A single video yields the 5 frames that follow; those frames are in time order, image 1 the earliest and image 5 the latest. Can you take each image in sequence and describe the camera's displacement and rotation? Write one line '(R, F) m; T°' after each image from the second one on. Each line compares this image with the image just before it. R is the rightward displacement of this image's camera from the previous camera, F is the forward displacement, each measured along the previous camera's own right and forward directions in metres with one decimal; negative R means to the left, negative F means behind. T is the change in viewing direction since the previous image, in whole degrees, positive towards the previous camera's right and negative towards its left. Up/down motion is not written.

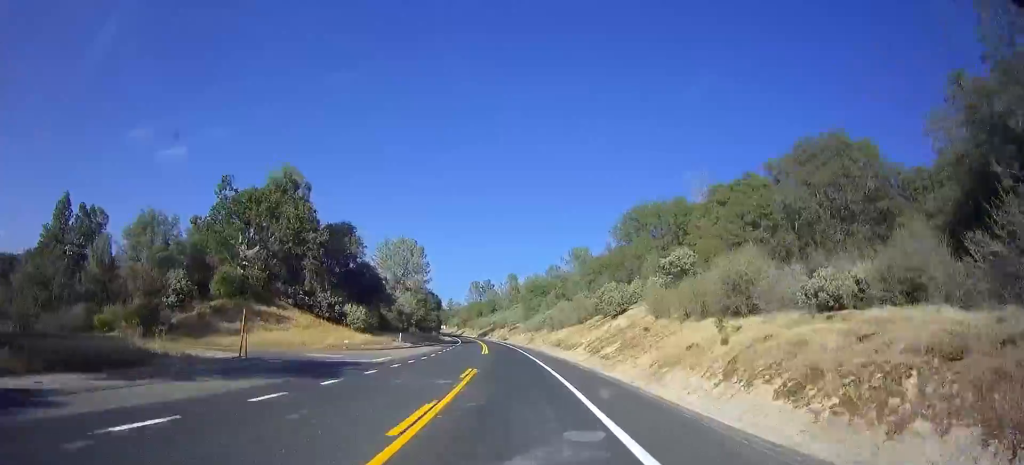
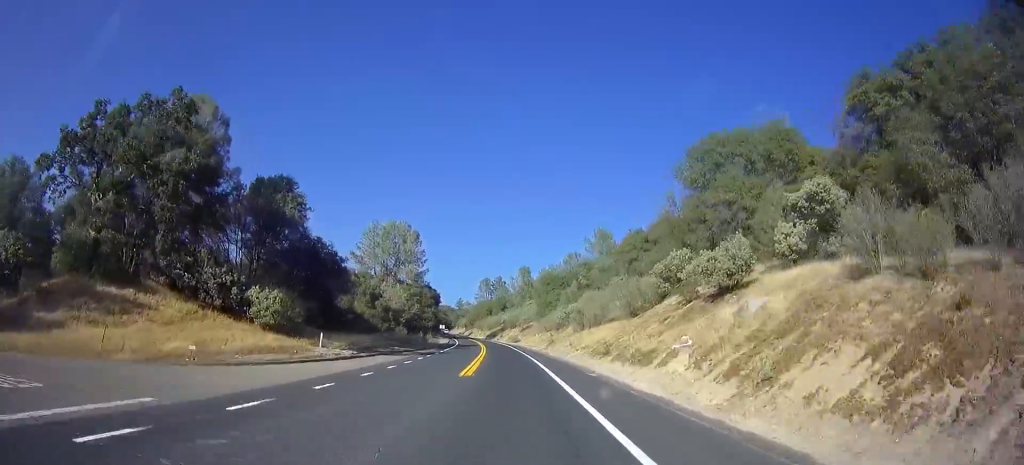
(-0.3, +23.6) m; -2°
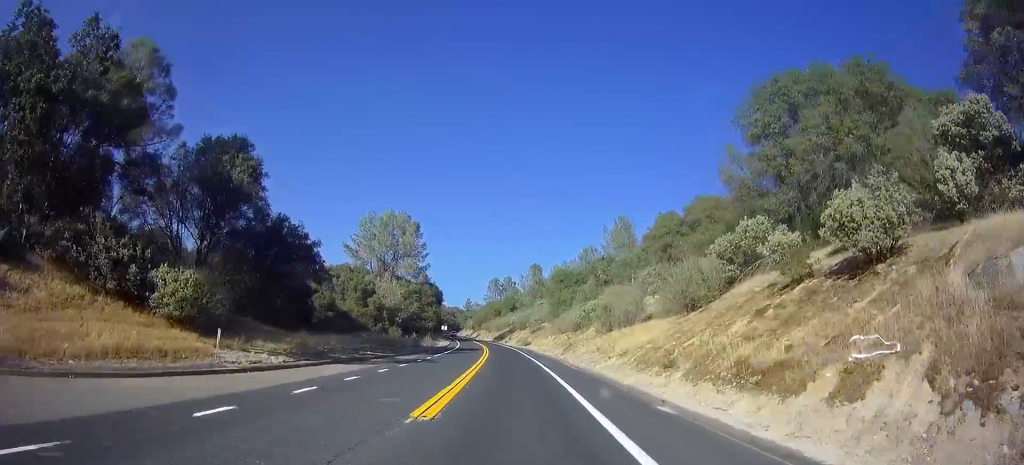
(-0.1, +11.3) m; -1°
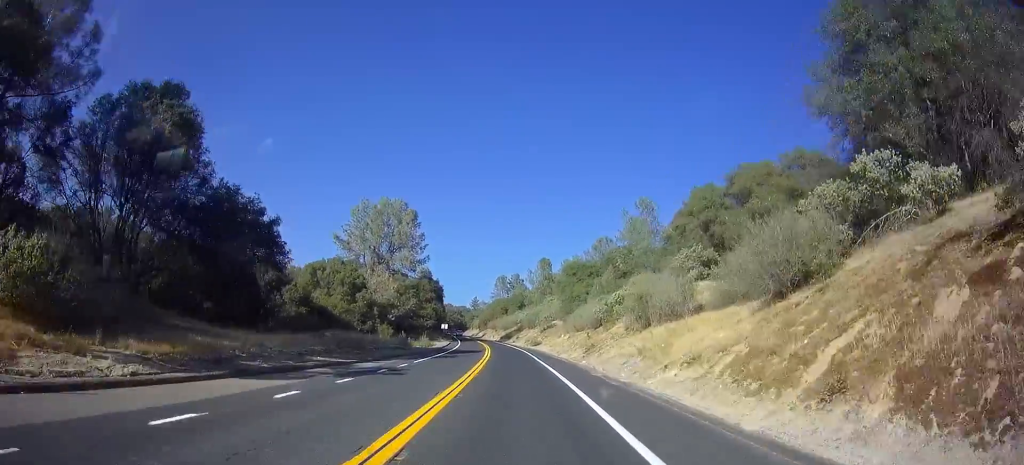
(-0.1, +10.4) m; -1°
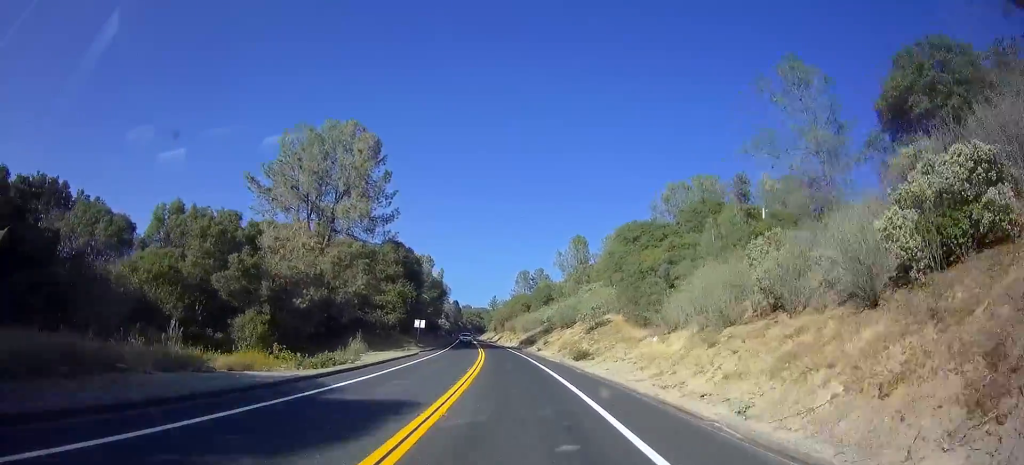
(-0.6, +40.5) m; -3°
